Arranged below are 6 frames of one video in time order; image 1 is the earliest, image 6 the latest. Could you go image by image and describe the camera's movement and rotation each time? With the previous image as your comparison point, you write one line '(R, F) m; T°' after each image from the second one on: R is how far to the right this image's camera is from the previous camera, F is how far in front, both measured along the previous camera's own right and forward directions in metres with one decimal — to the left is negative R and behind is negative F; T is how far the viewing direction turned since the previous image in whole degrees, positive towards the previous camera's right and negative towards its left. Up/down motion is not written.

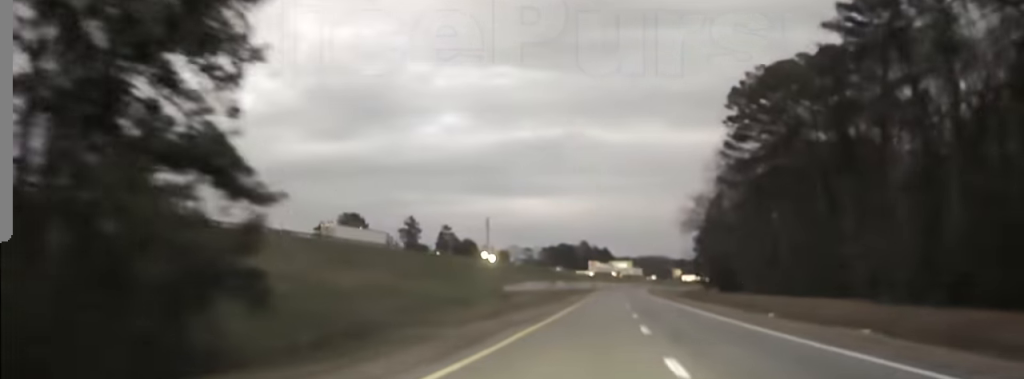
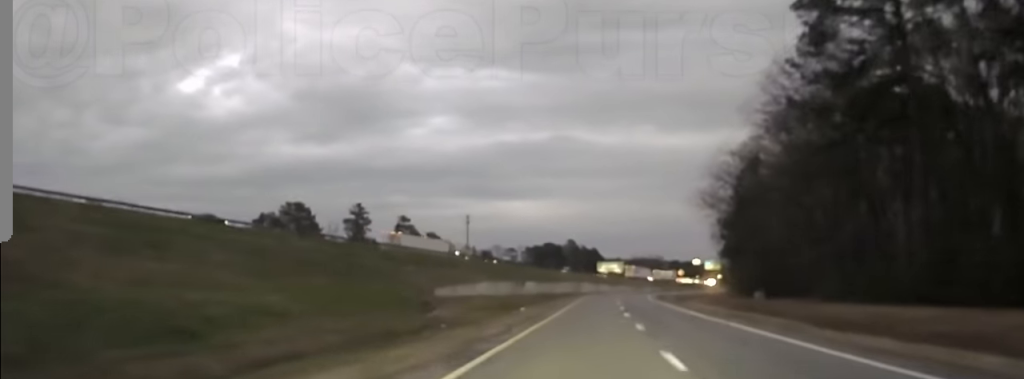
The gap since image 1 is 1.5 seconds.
(0.0, +42.7) m; 0°
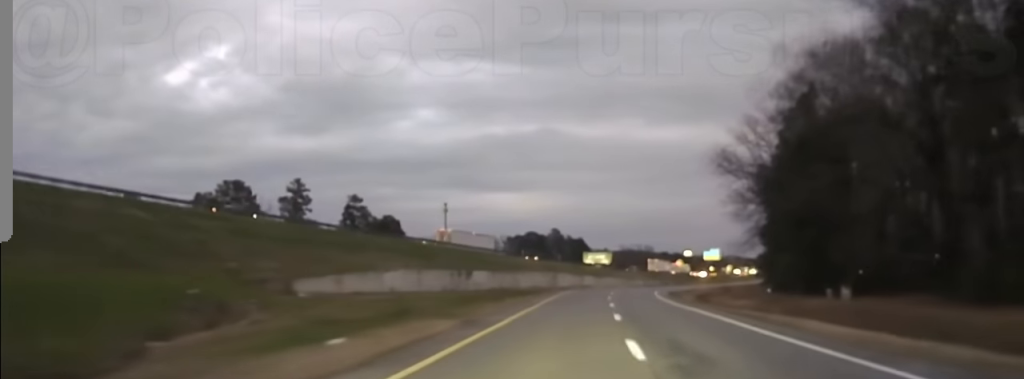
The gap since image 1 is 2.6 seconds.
(0.0, +33.0) m; 0°
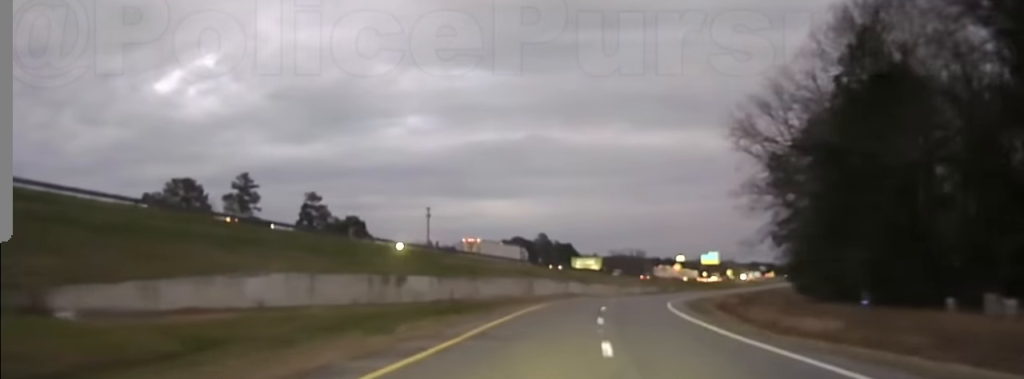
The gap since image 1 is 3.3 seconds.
(0.0, +20.9) m; 0°
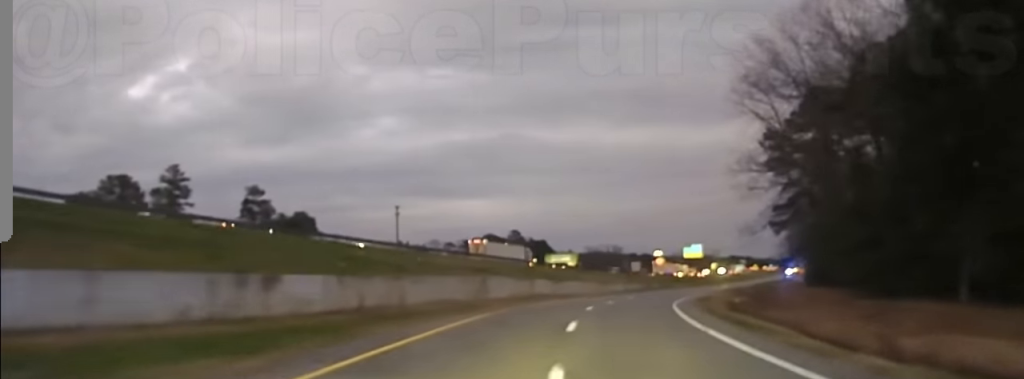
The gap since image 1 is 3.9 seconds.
(0.0, +18.7) m; +1°
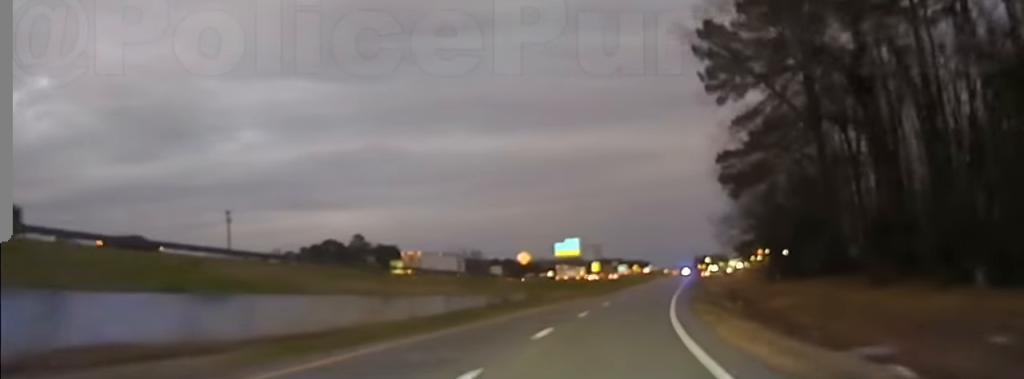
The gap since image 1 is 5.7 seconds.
(+4.0, +57.9) m; +11°
